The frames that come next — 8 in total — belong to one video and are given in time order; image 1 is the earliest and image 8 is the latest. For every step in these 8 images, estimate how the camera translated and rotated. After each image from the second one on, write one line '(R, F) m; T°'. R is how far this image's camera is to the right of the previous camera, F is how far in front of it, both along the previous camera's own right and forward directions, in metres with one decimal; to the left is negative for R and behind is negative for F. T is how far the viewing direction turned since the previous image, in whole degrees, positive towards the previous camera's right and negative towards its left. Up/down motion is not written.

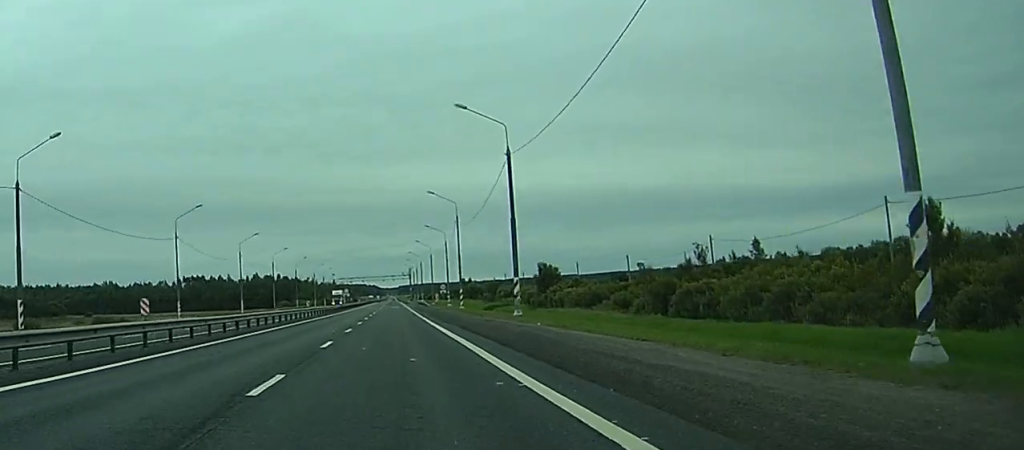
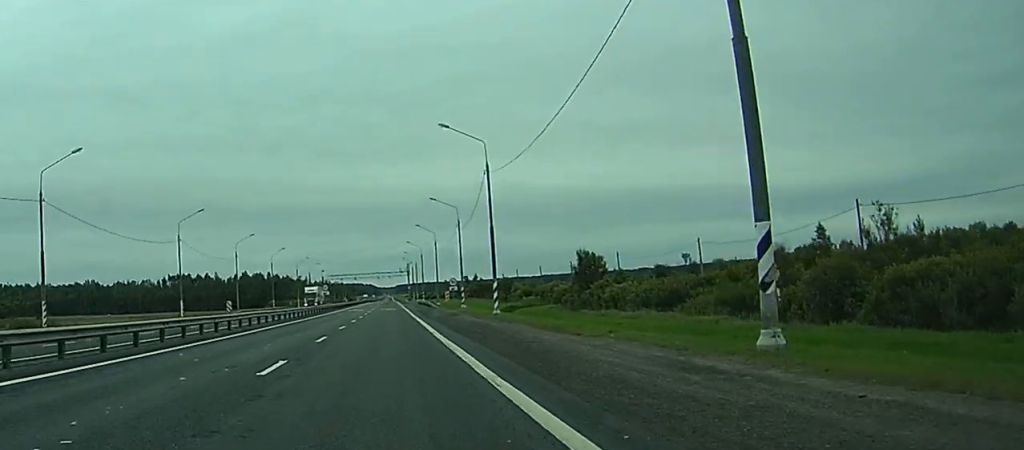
(+0.1, +32.2) m; +1°
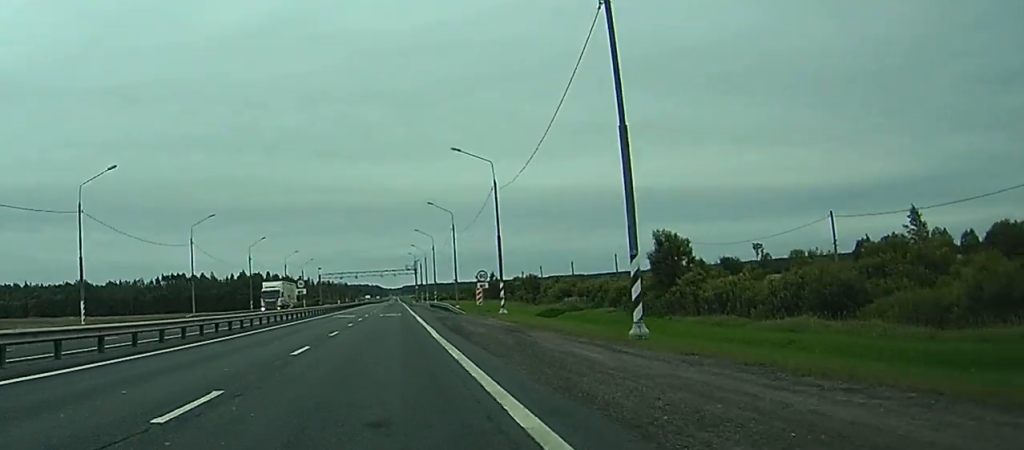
(+0.4, +29.5) m; +1°
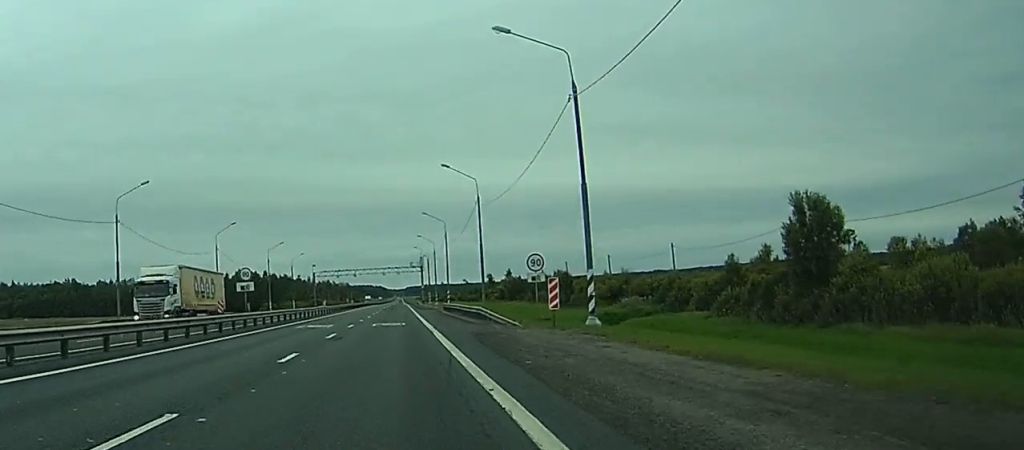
(-0.1, +26.1) m; 0°
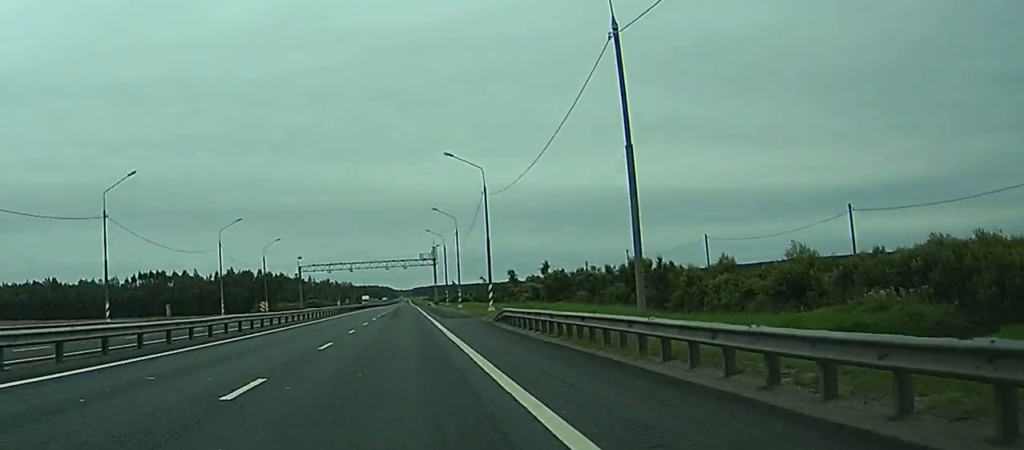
(-0.3, +42.1) m; -1°
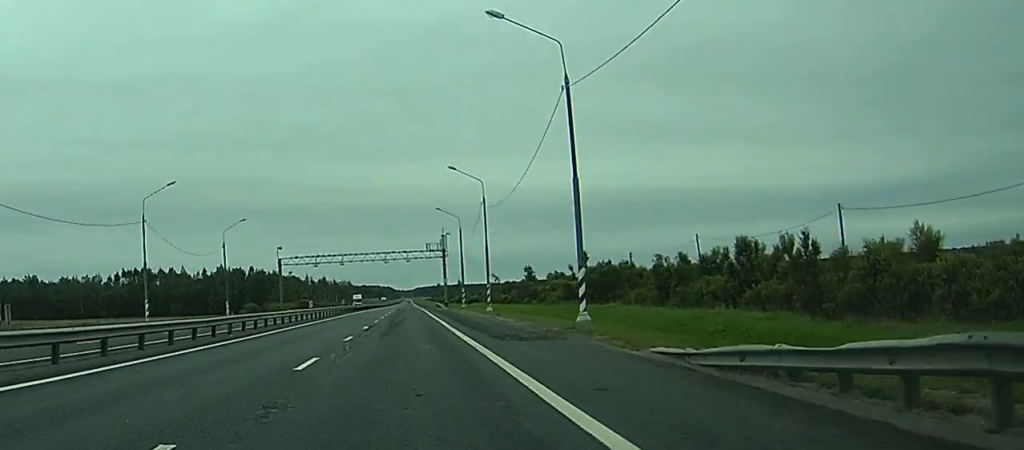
(-0.2, +30.4) m; 0°
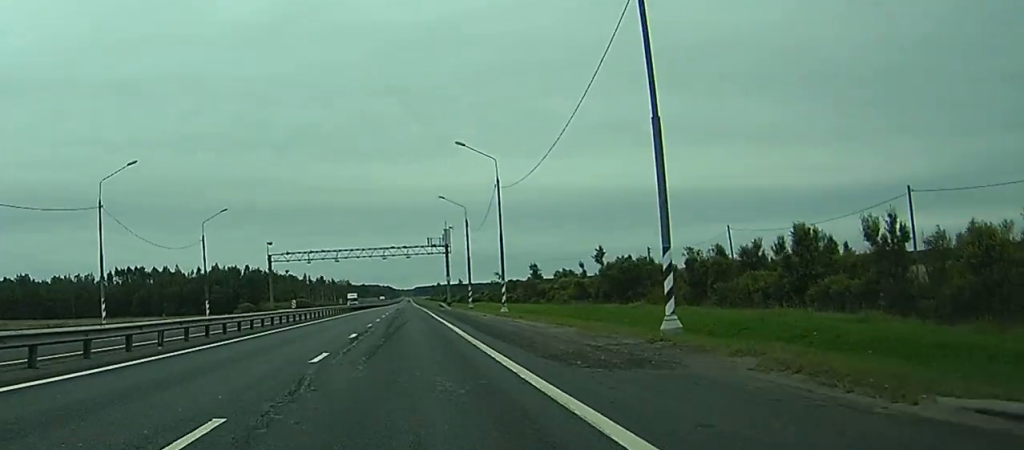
(0.0, +10.1) m; 0°
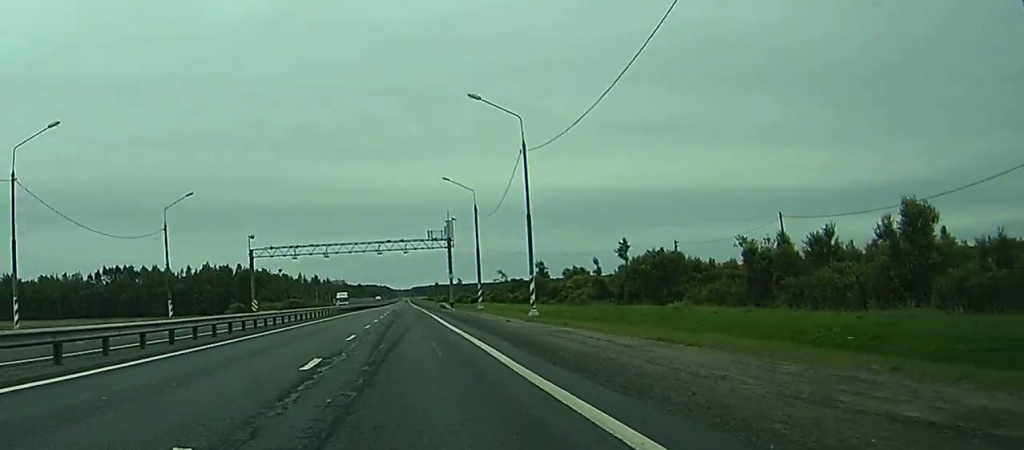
(0.0, +13.6) m; 0°
